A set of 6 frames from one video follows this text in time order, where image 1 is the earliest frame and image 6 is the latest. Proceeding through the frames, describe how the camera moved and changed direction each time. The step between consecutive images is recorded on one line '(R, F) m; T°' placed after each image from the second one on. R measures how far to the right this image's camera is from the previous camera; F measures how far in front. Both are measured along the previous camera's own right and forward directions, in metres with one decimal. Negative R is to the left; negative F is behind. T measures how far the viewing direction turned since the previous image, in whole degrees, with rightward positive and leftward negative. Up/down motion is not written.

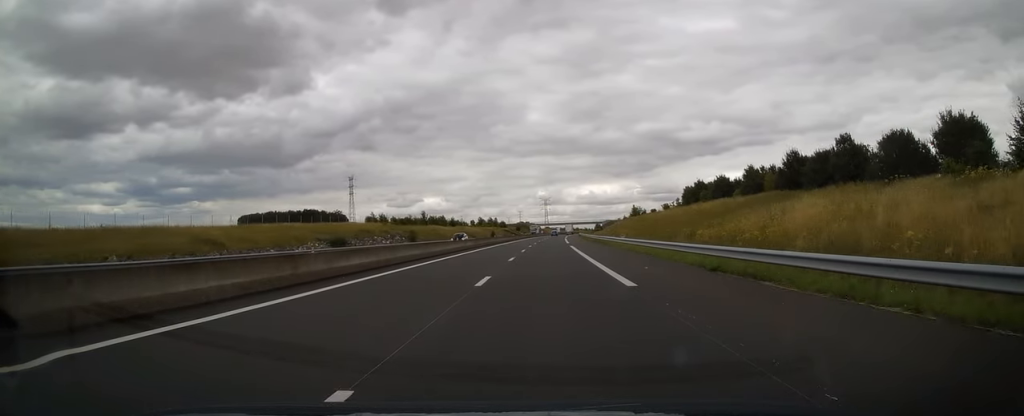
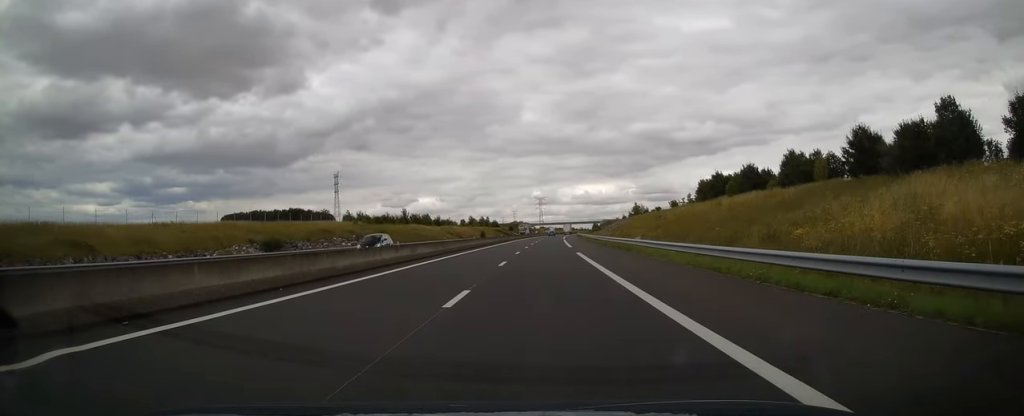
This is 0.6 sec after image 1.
(+0.1, +17.1) m; +1°
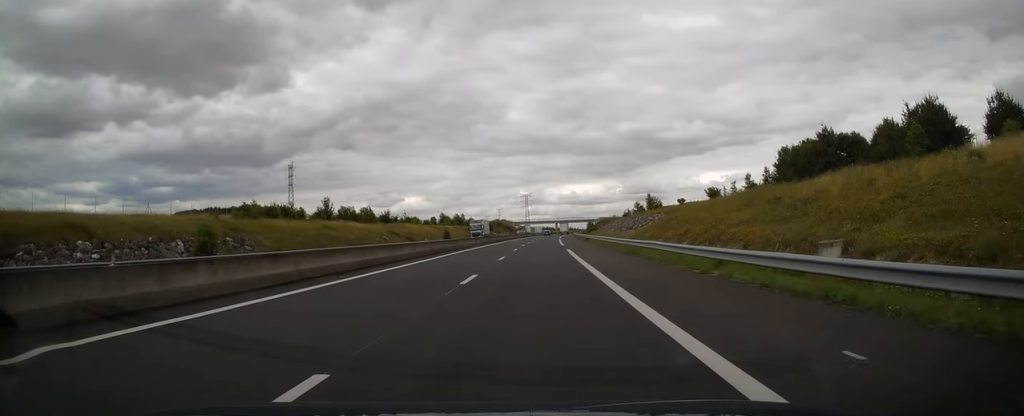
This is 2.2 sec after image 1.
(+1.0, +47.1) m; +2°
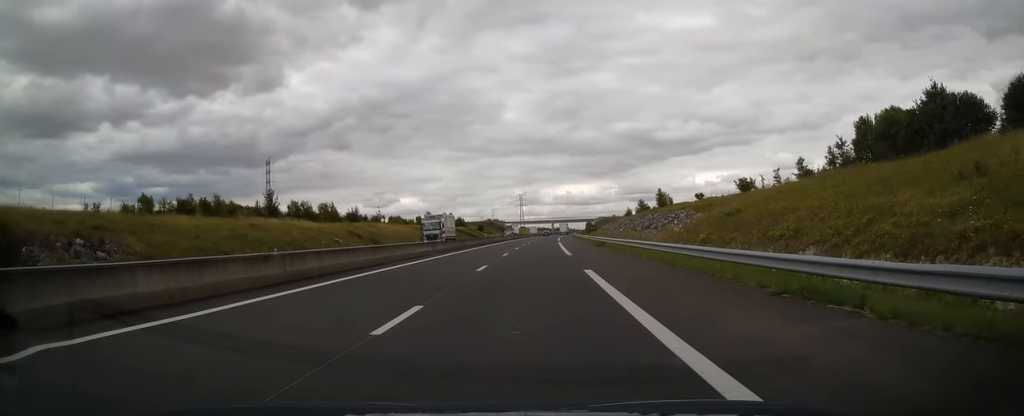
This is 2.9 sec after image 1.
(0.0, +20.6) m; 0°
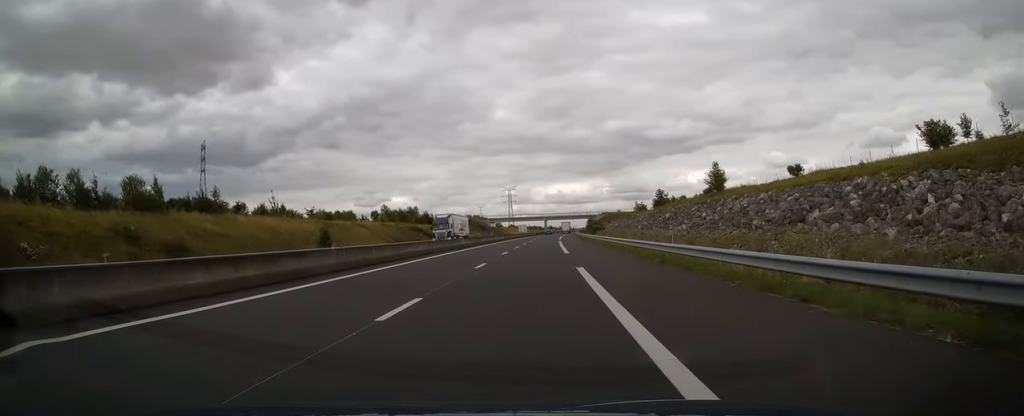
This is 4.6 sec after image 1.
(+0.1, +50.5) m; 0°
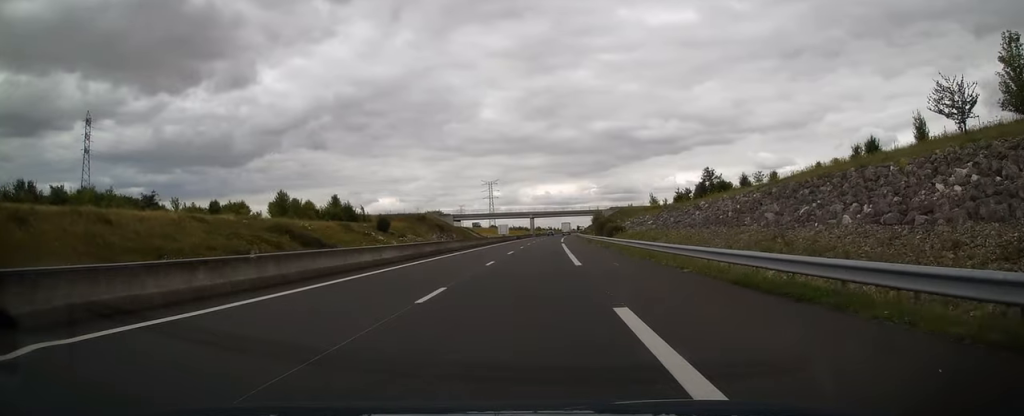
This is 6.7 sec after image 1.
(+0.5, +62.1) m; +2°
